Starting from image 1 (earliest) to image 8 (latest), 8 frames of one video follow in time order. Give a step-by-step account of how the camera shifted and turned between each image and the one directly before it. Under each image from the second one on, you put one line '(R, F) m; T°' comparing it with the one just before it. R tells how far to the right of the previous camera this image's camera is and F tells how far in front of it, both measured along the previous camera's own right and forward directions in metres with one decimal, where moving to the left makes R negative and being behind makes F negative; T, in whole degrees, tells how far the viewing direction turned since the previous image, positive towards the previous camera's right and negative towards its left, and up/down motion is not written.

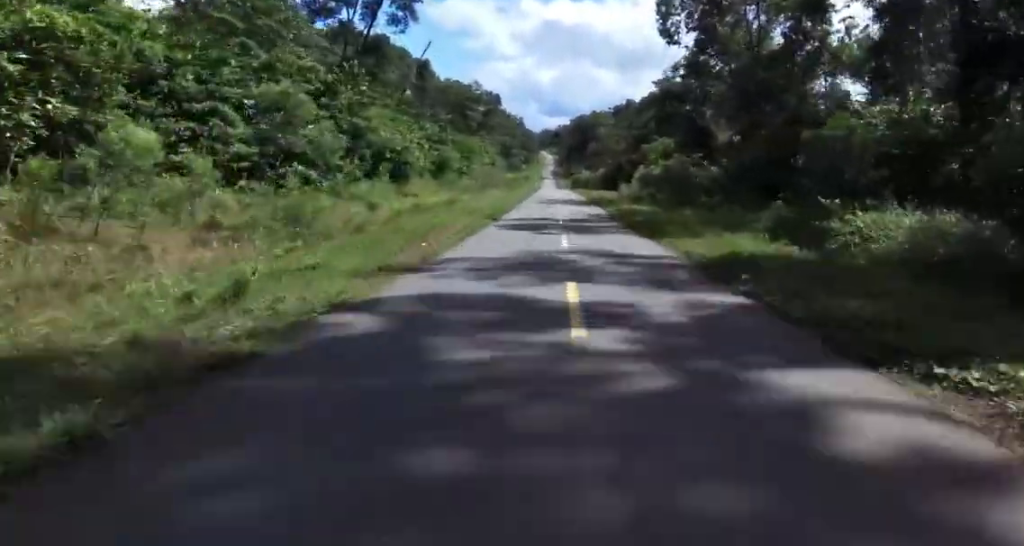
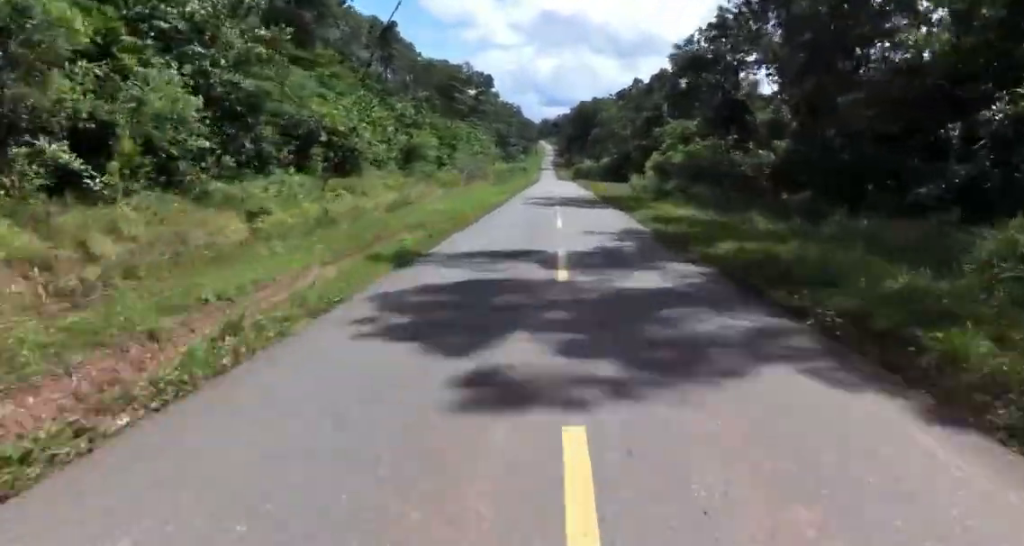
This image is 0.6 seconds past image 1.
(-0.5, +15.2) m; -1°
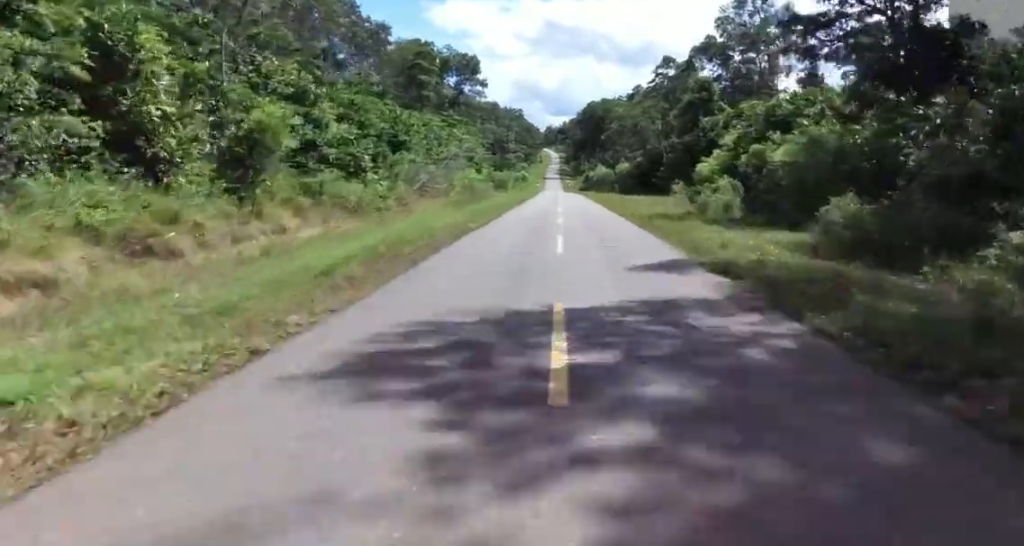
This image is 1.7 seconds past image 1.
(-0.3, +29.4) m; -1°
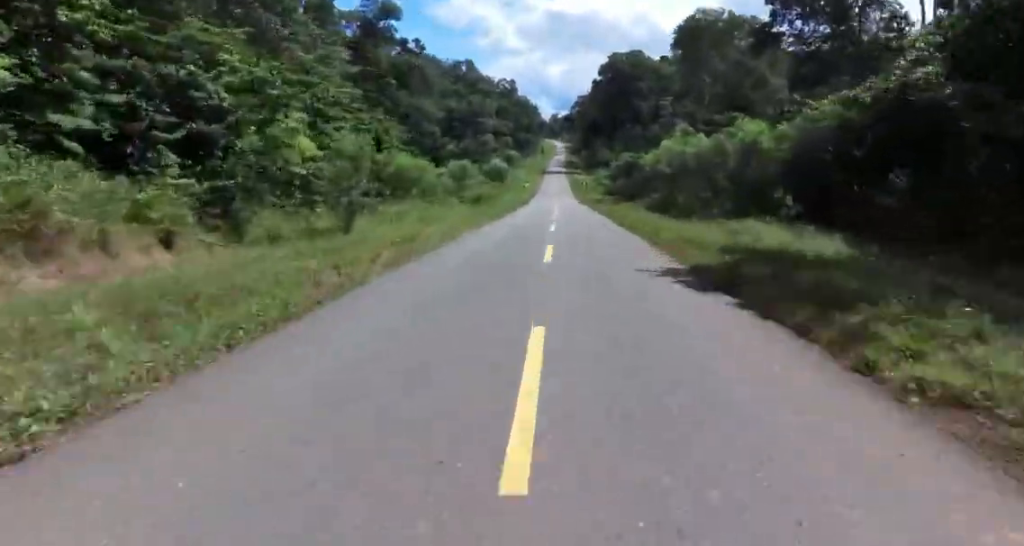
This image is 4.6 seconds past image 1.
(-2.2, +77.0) m; -1°
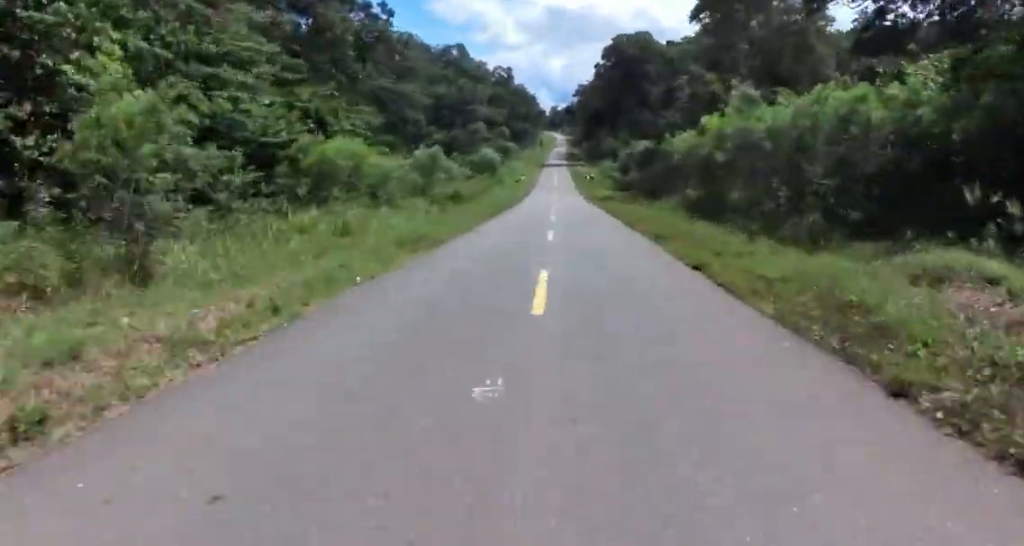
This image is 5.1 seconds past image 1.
(+0.1, +12.7) m; 0°
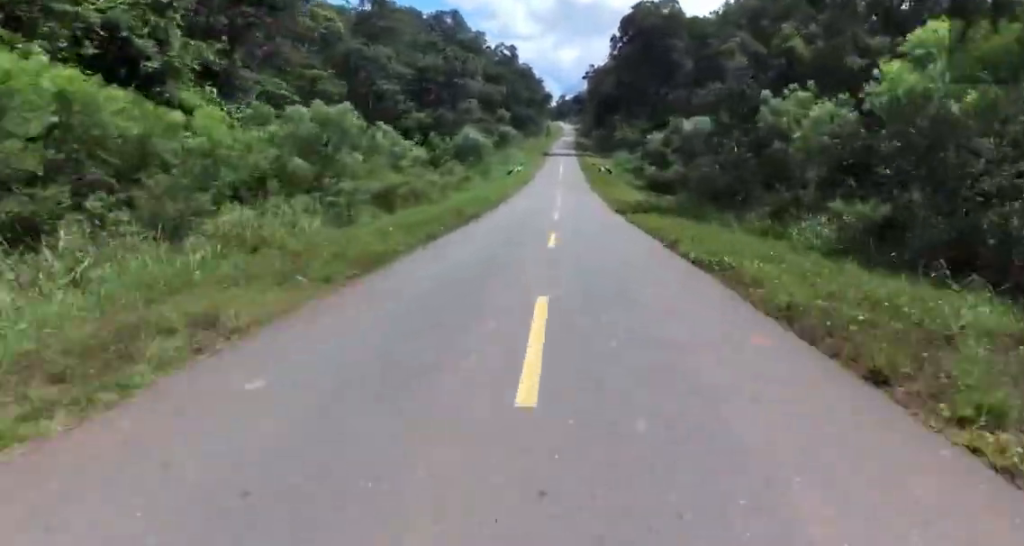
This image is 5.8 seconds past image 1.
(0.0, +18.9) m; 0°
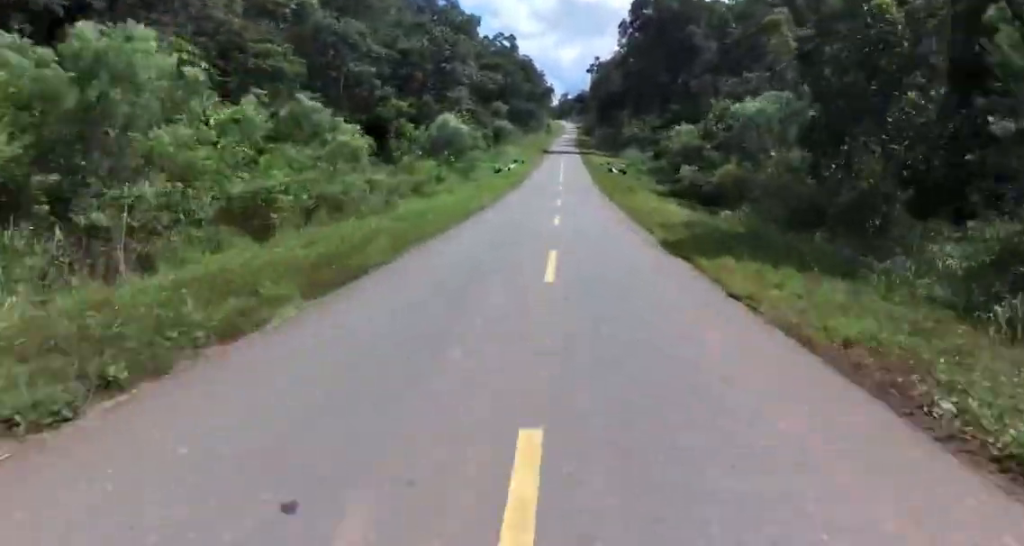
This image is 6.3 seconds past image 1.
(0.0, +12.7) m; -1°
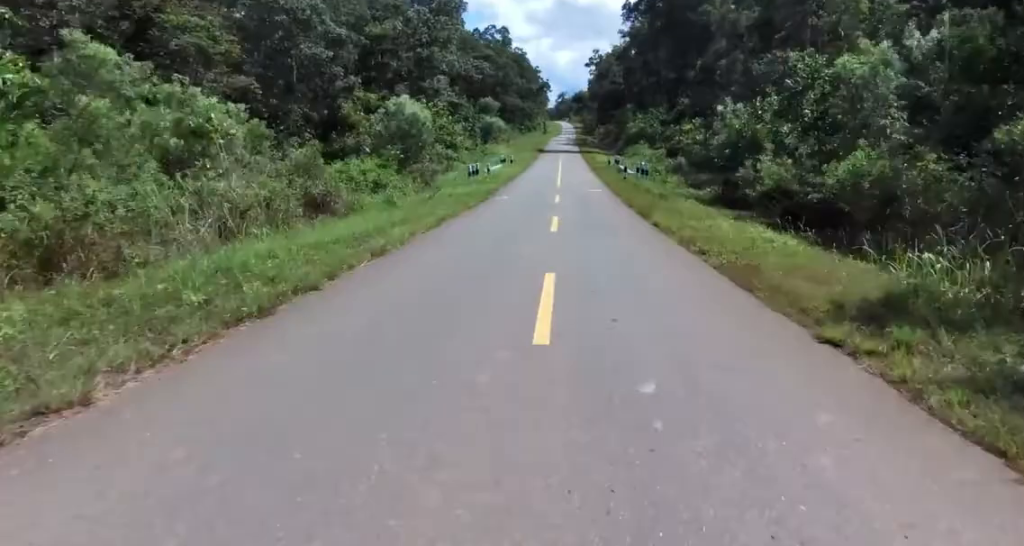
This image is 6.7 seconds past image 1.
(+0.2, +11.8) m; -1°
